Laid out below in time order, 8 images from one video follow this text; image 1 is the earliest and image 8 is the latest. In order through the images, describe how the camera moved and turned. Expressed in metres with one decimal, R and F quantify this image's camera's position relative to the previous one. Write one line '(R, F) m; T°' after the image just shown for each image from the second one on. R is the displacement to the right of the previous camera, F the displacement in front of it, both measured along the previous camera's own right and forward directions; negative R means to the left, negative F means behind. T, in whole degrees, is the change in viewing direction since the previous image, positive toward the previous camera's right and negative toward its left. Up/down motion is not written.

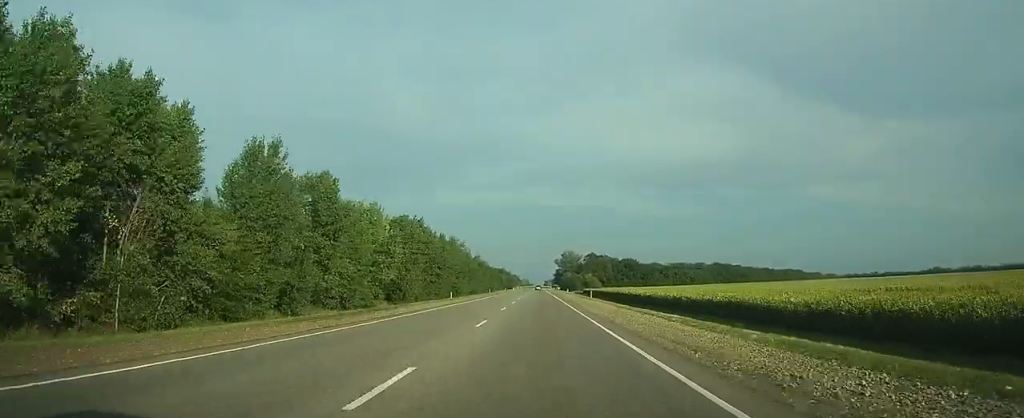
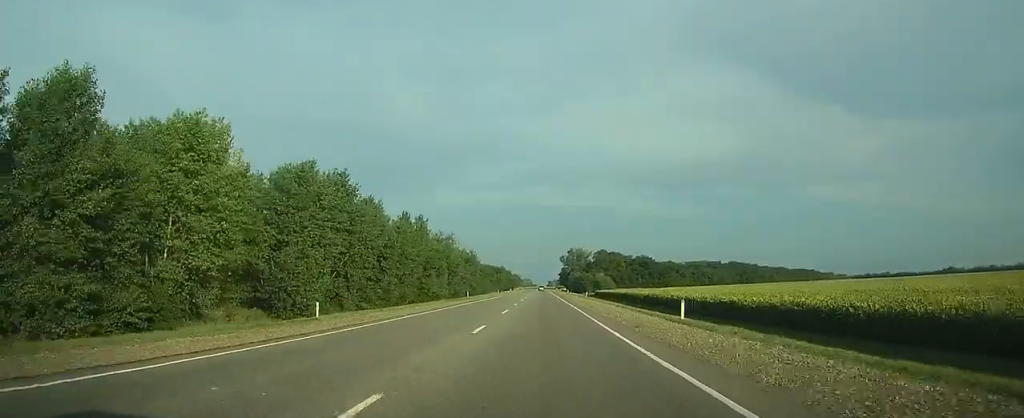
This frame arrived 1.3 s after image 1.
(0.0, +42.2) m; 0°
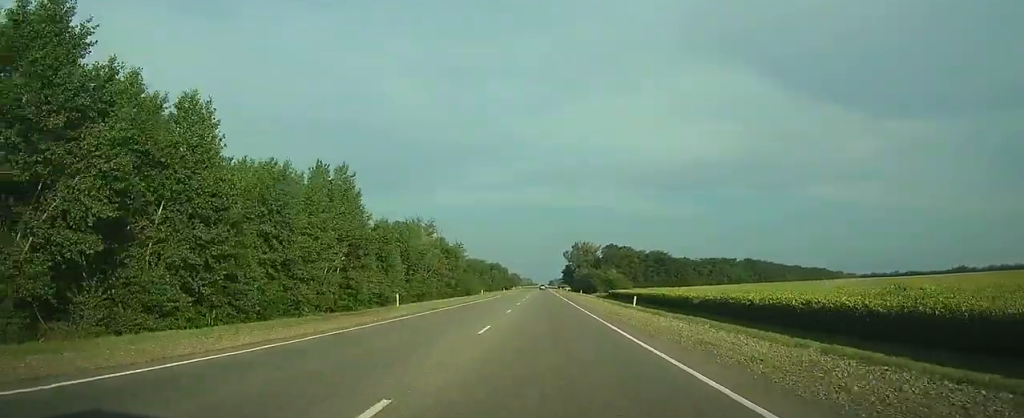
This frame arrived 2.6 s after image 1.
(0.0, +36.8) m; 0°
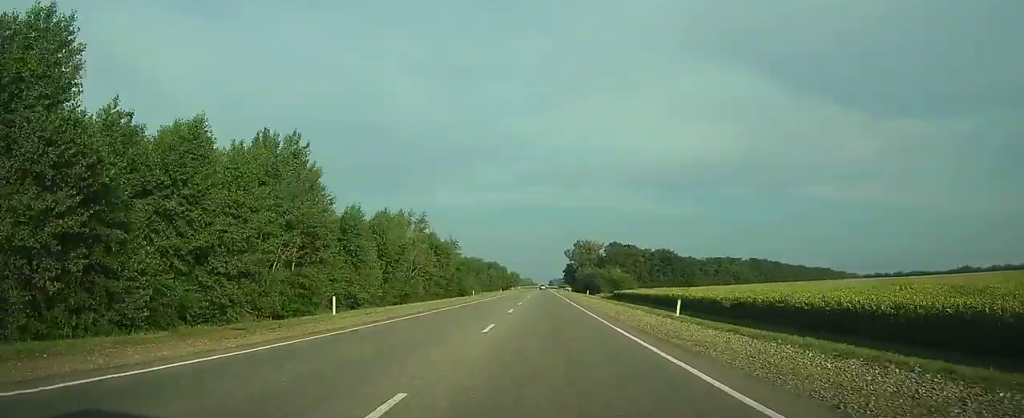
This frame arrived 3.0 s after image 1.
(0.0, +10.6) m; 0°
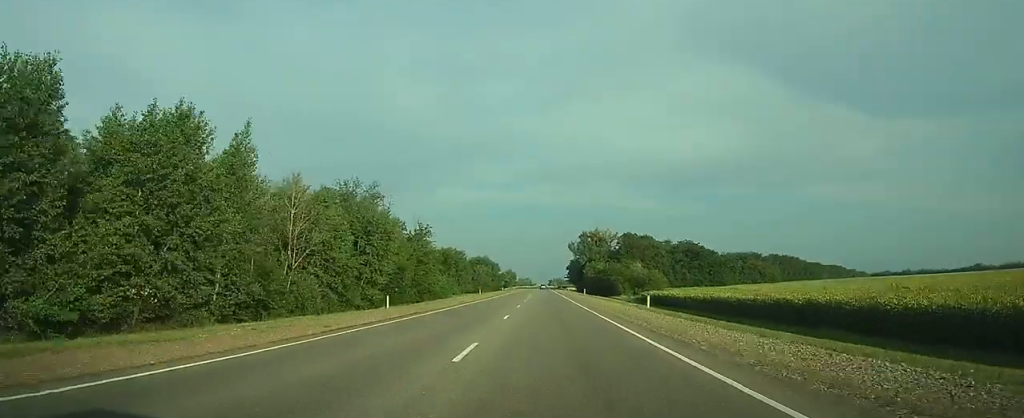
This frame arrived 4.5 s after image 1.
(0.0, +38.6) m; 0°
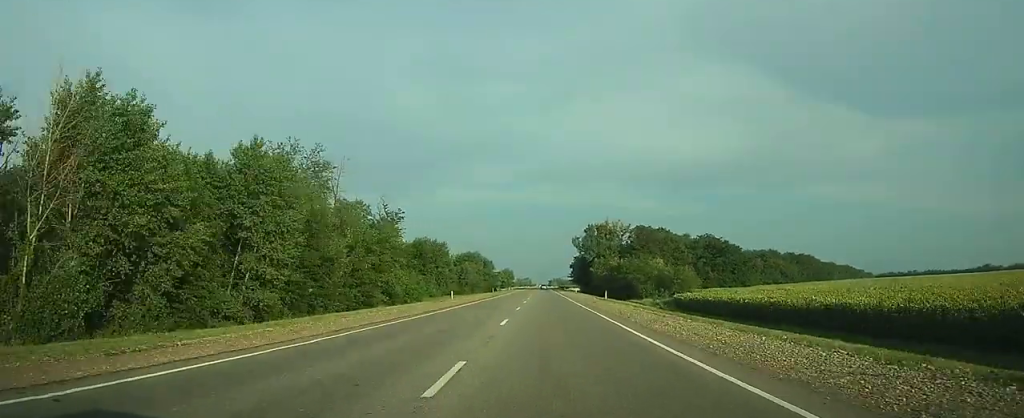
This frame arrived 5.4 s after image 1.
(+0.1, +26.7) m; 0°
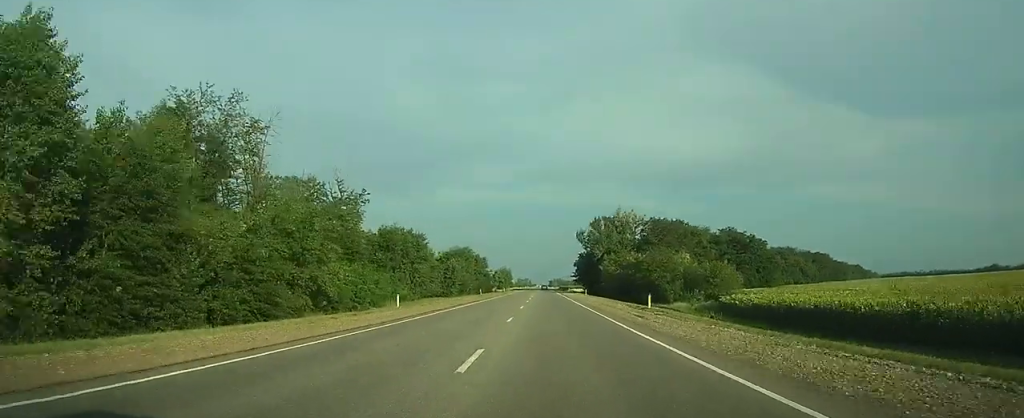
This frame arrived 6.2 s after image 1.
(+0.1, +25.8) m; 0°
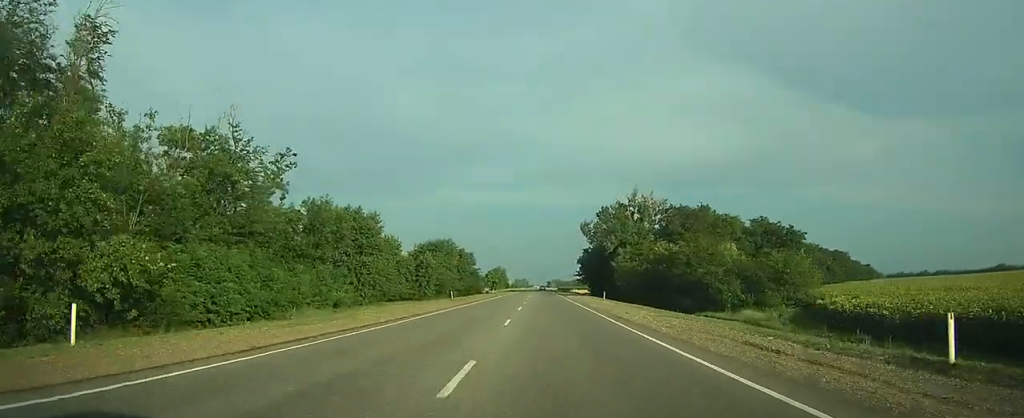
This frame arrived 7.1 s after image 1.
(0.0, +30.2) m; 0°
